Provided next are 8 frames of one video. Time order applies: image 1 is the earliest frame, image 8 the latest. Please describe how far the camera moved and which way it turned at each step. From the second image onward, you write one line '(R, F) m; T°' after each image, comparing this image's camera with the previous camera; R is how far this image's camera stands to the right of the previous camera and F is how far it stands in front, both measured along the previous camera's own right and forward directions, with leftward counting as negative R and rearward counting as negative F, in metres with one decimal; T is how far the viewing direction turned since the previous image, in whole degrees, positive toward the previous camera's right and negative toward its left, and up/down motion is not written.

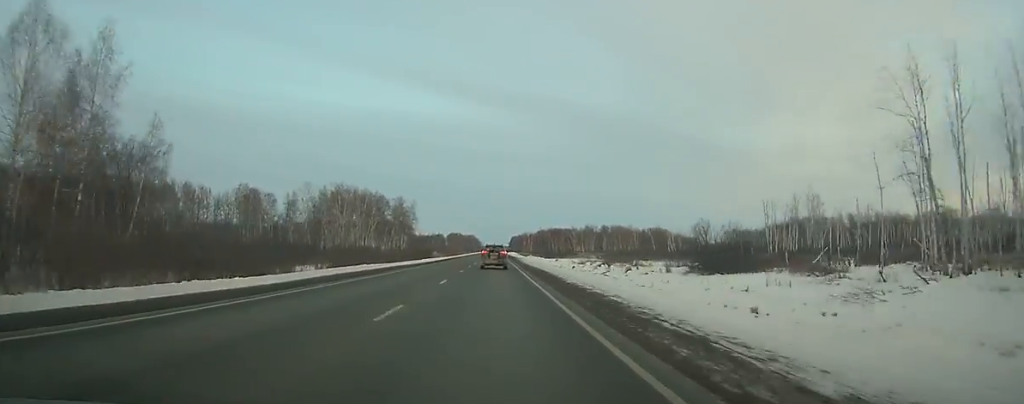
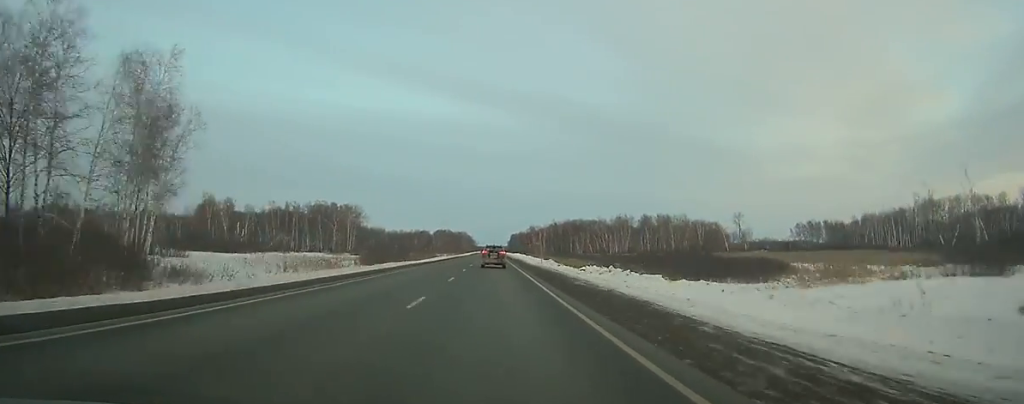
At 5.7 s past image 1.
(+0.4, +152.4) m; 0°
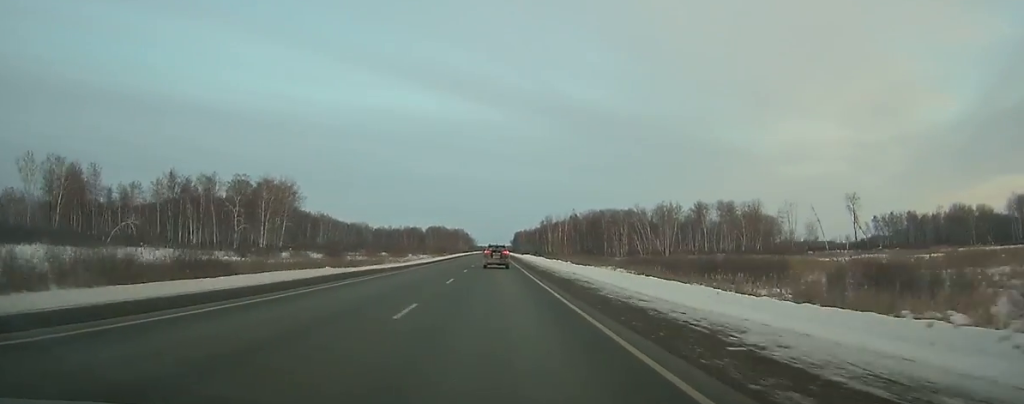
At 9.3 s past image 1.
(0.0, +97.2) m; 0°
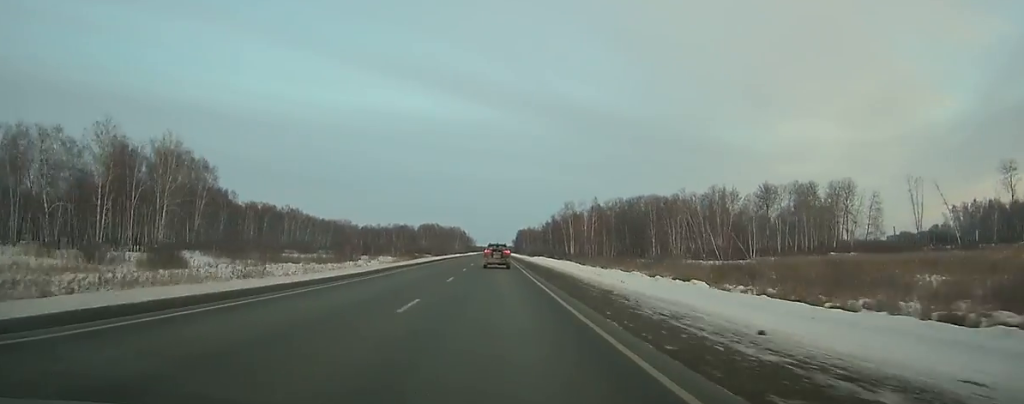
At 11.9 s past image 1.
(+0.1, +70.2) m; 0°
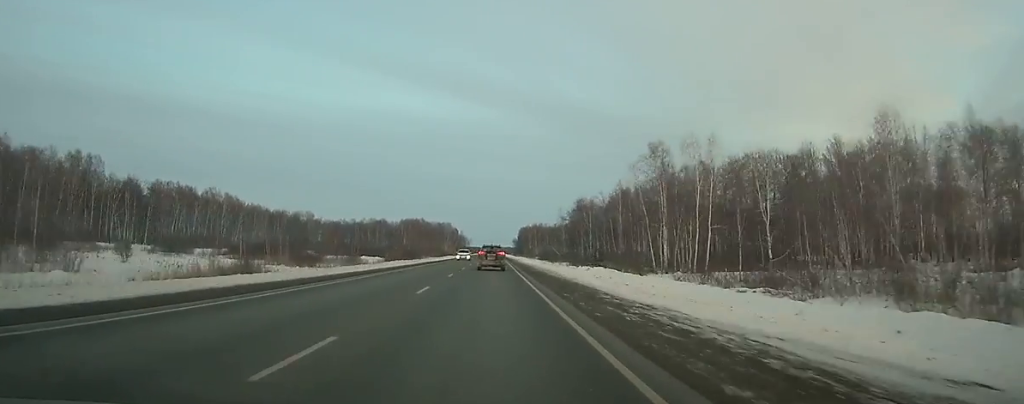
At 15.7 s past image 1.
(0.0, +102.7) m; 0°
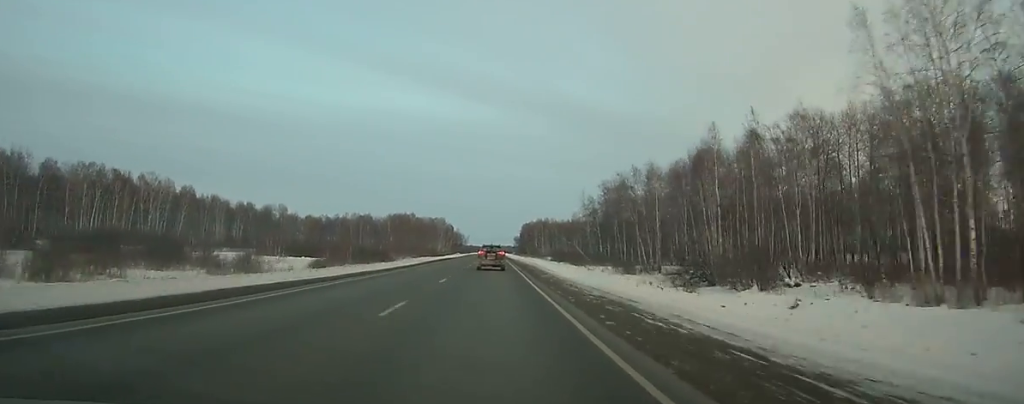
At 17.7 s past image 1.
(+0.1, +54.1) m; 0°
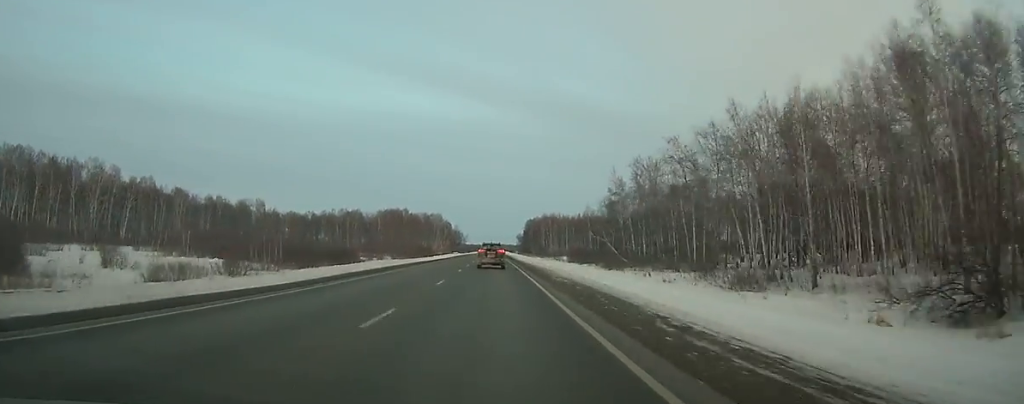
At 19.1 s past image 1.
(0.0, +37.9) m; 0°
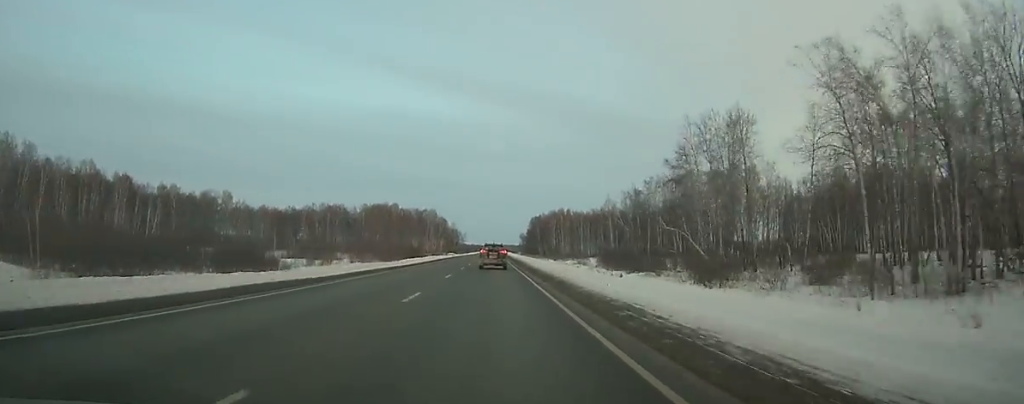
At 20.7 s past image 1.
(+0.1, +43.3) m; 0°
